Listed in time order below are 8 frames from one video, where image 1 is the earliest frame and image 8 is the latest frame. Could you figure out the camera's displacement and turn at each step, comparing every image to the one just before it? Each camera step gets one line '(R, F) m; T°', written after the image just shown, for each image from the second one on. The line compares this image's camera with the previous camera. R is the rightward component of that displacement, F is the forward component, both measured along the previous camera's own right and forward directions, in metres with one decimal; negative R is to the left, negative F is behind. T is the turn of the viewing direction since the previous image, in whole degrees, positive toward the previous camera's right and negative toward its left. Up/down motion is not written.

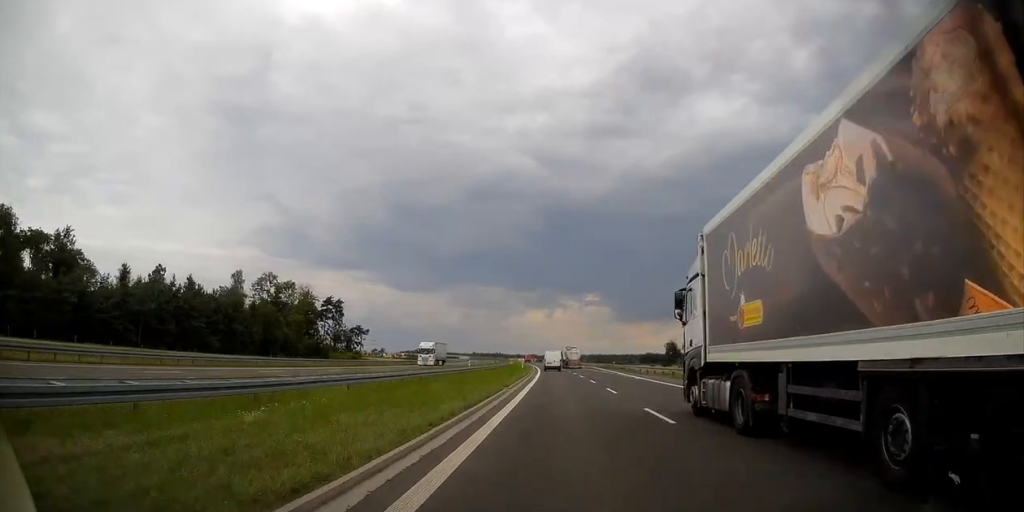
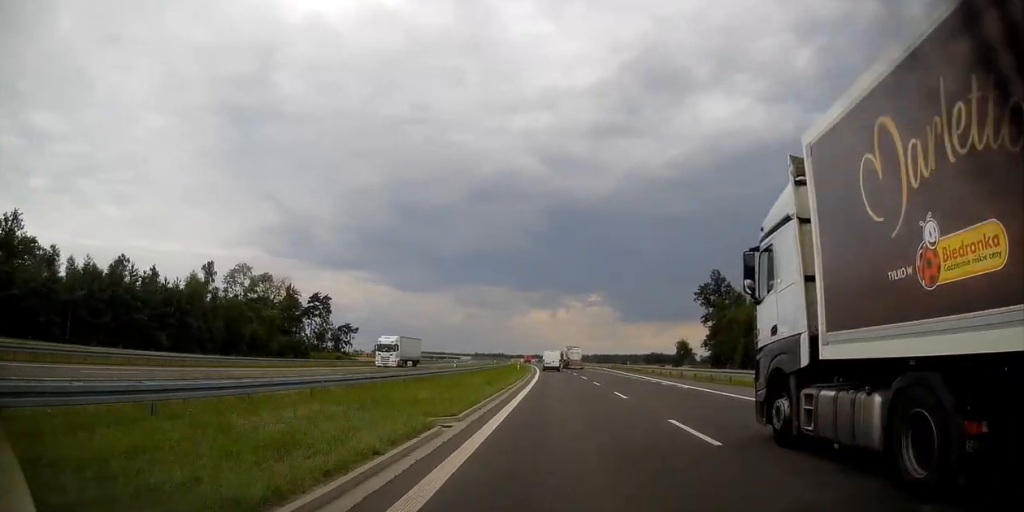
(0.0, +15.5) m; 0°
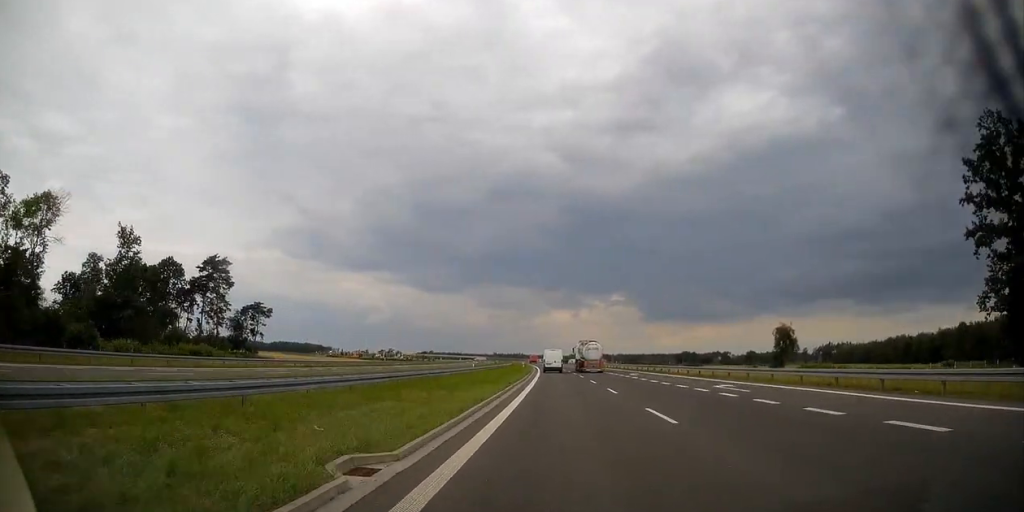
(-1.2, +80.6) m; -2°
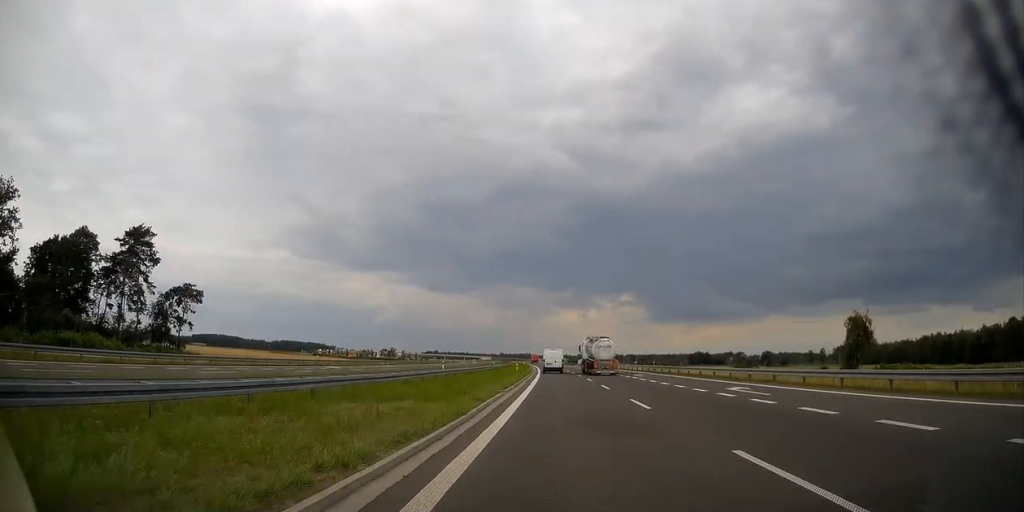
(-0.3, +32.0) m; -1°
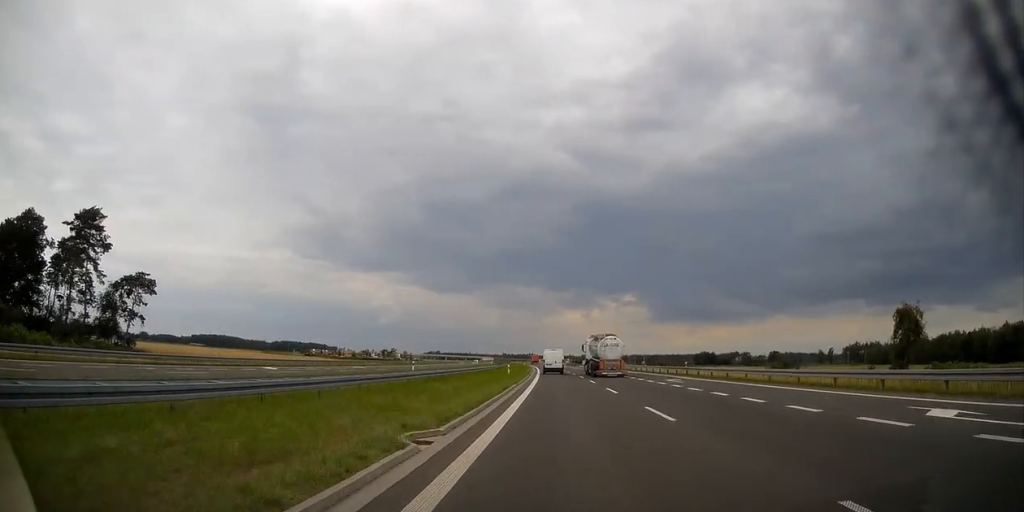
(-0.1, +15.4) m; 0°
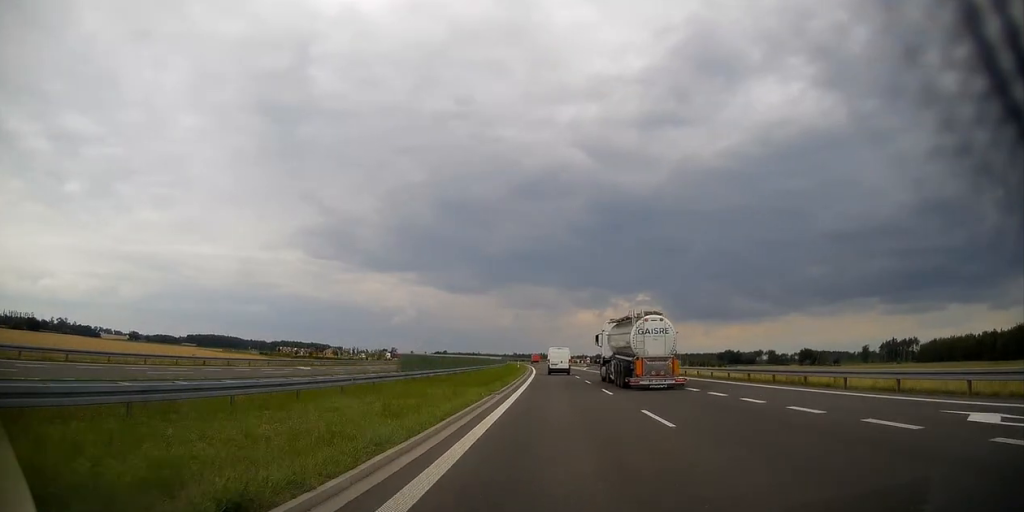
(-0.5, +61.4) m; -1°
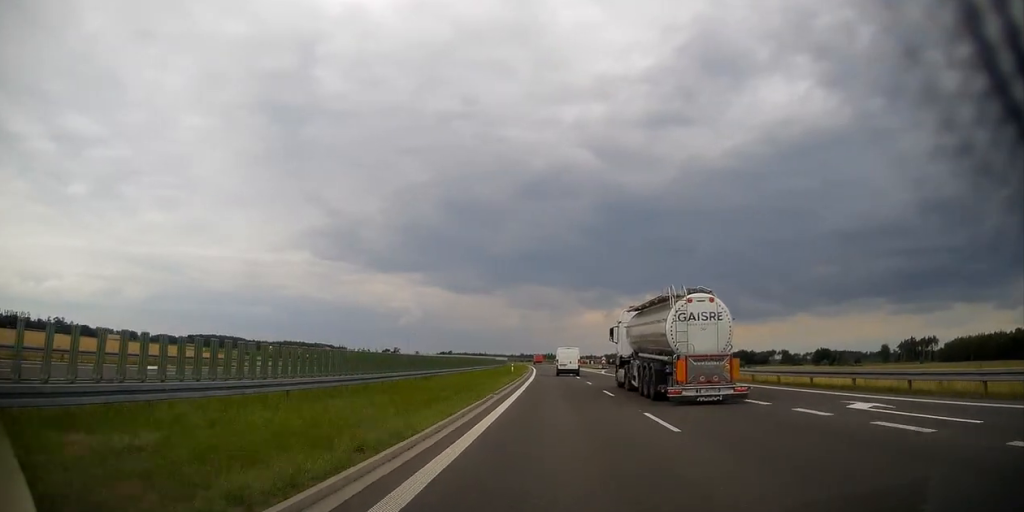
(0.0, +24.8) m; -1°
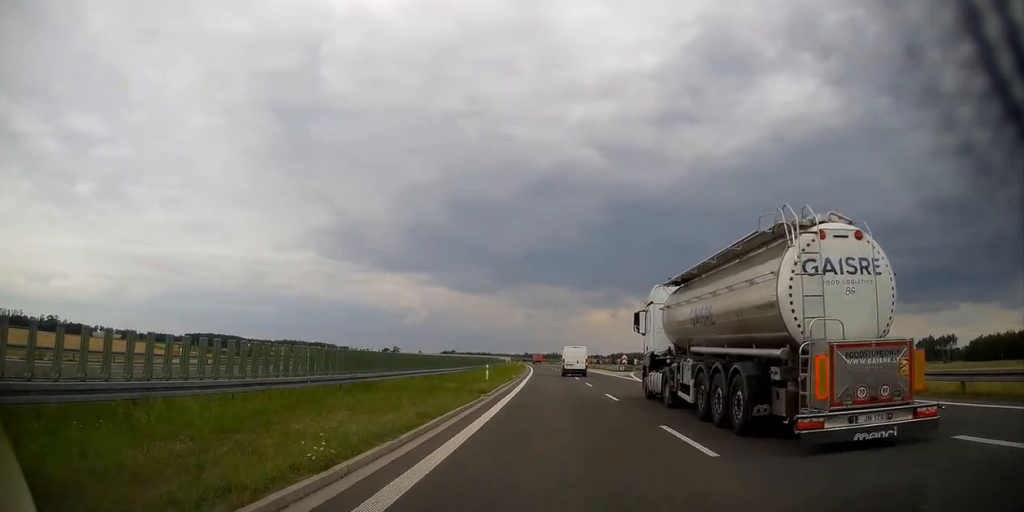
(-0.3, +27.2) m; -1°
